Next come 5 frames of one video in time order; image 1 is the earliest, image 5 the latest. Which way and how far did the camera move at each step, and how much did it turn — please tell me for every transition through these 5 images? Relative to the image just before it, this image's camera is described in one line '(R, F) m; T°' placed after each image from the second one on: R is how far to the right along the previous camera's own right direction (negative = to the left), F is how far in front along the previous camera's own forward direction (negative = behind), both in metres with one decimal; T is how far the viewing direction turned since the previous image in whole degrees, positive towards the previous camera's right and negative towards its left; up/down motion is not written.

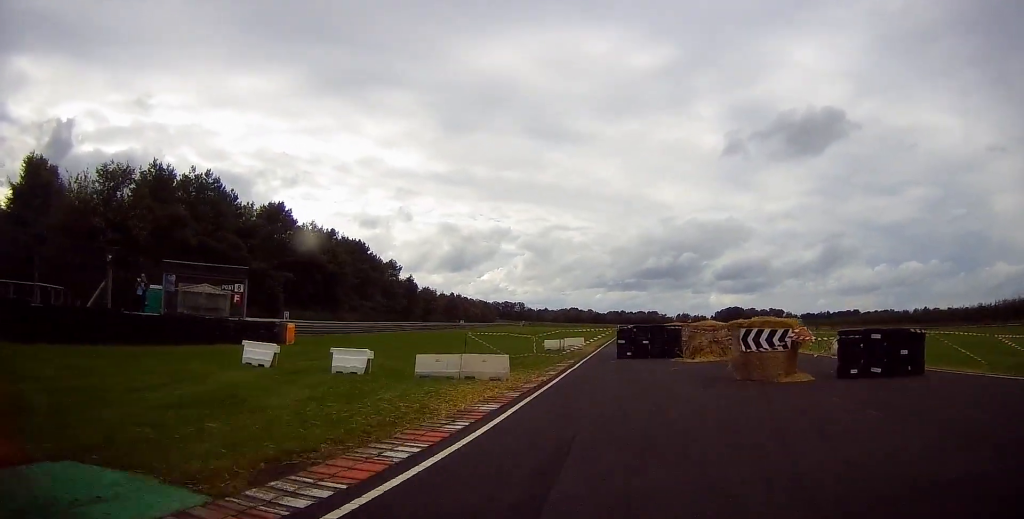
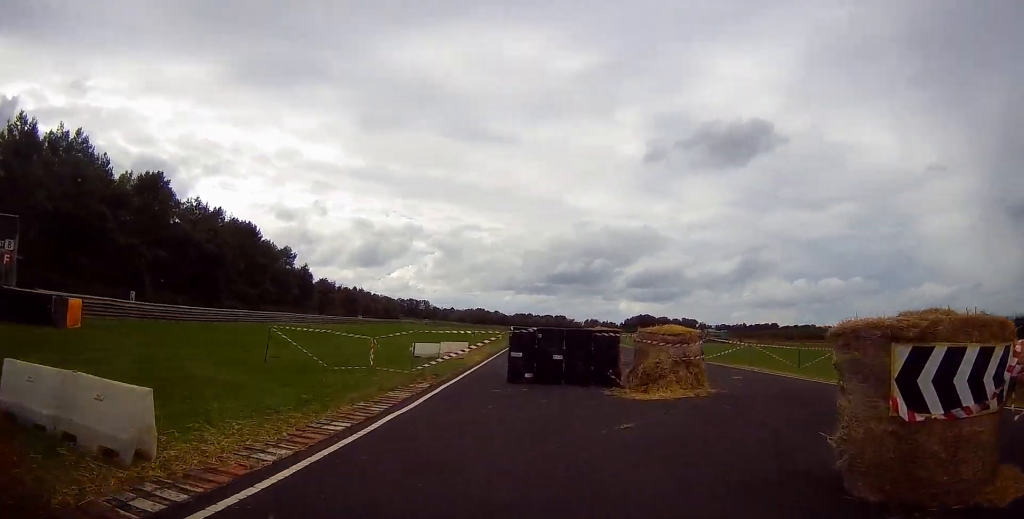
(+0.4, +10.3) m; +9°
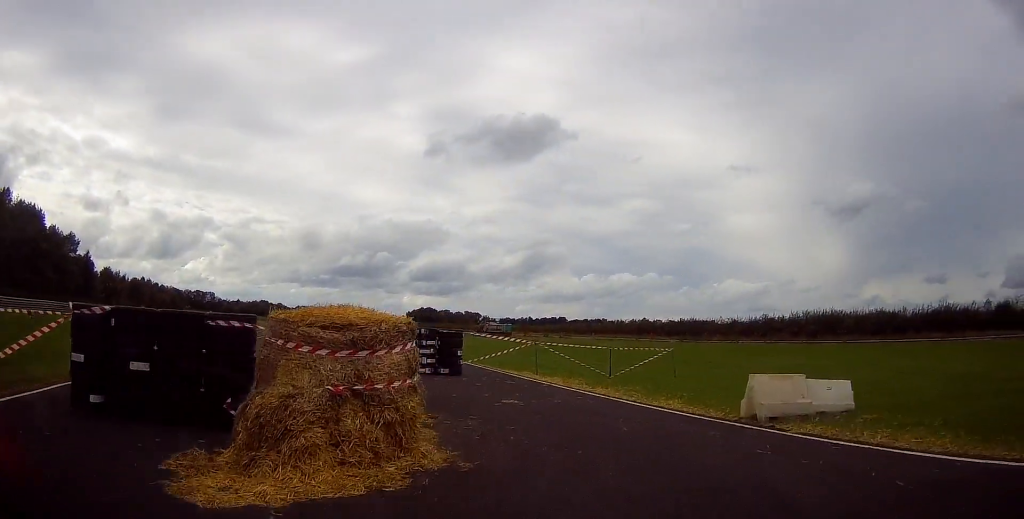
(+1.0, +7.5) m; +2°
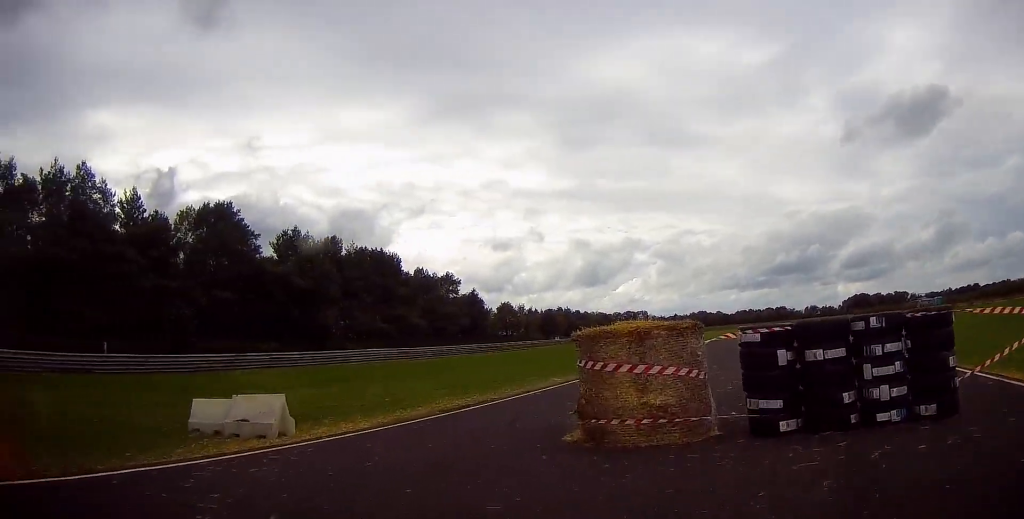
(-0.8, +10.6) m; -20°
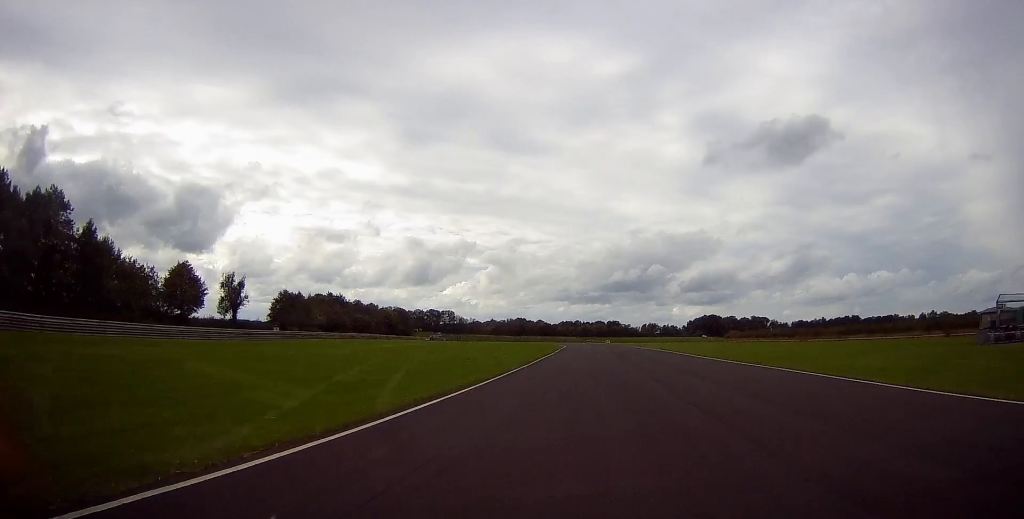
(+7.5, +57.9) m; +11°
